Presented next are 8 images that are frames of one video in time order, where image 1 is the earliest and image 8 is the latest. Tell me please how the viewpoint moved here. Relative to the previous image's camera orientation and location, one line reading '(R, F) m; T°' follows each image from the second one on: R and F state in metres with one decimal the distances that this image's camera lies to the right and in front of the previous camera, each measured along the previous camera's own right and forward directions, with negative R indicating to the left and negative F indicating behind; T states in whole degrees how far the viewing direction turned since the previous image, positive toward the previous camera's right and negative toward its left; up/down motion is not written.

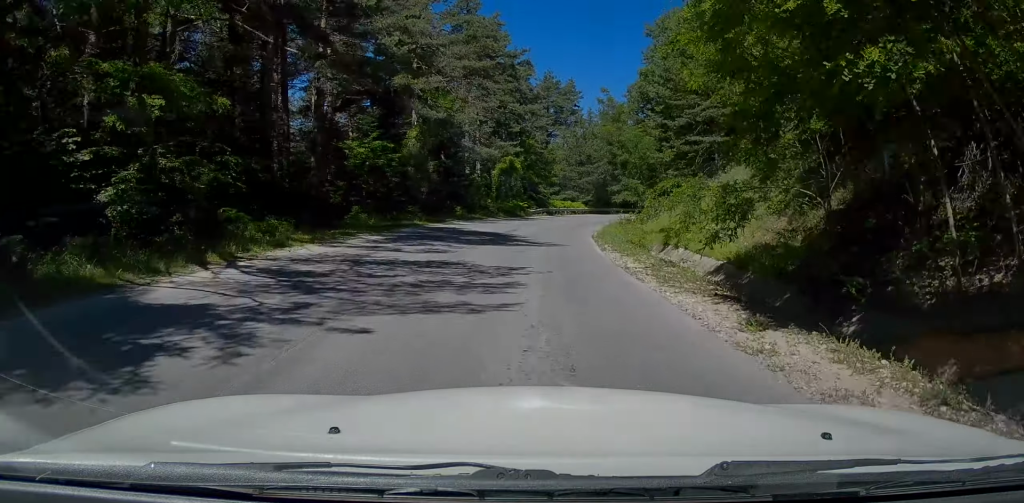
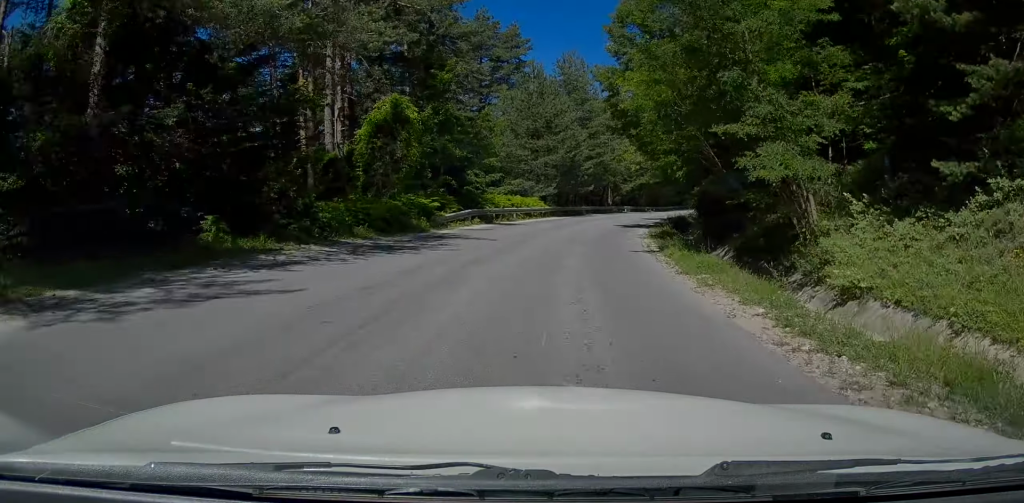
(+1.2, +30.3) m; +6°
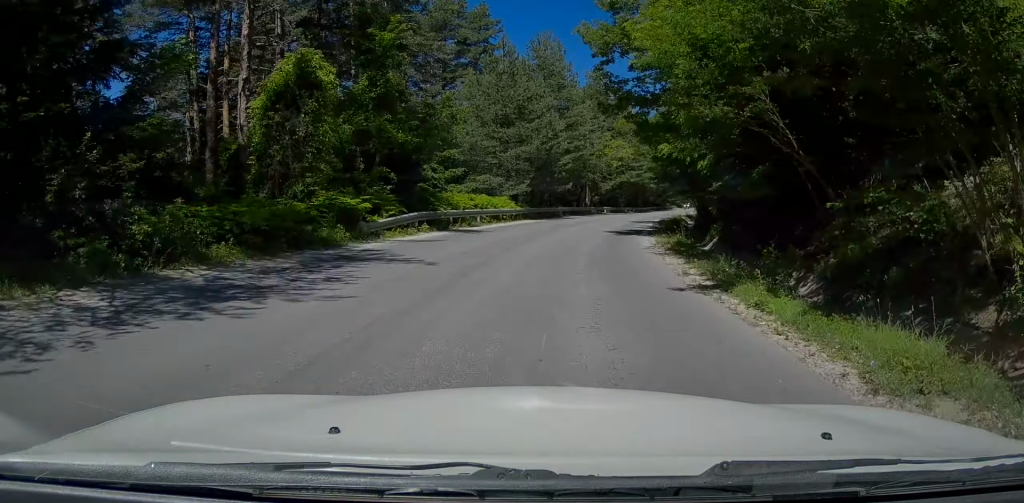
(+0.2, +7.4) m; +2°
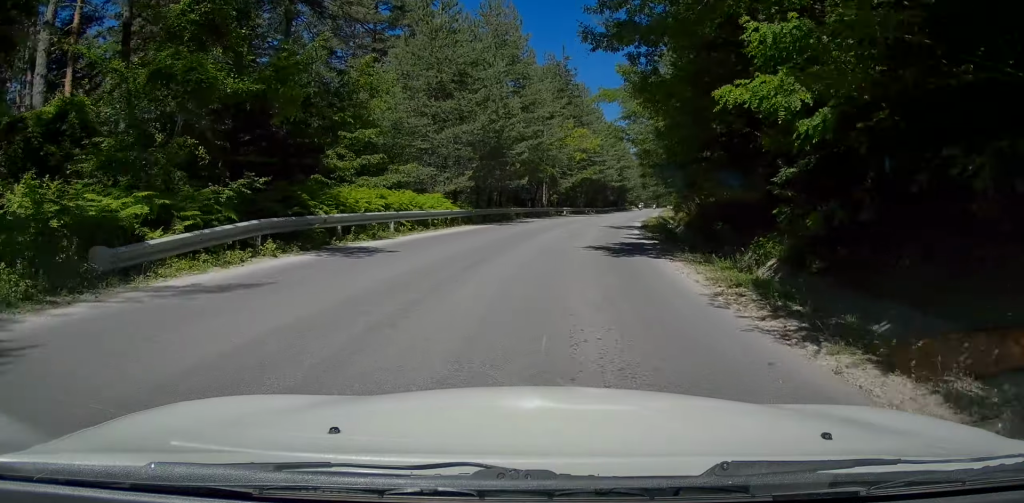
(+0.1, +9.7) m; +1°
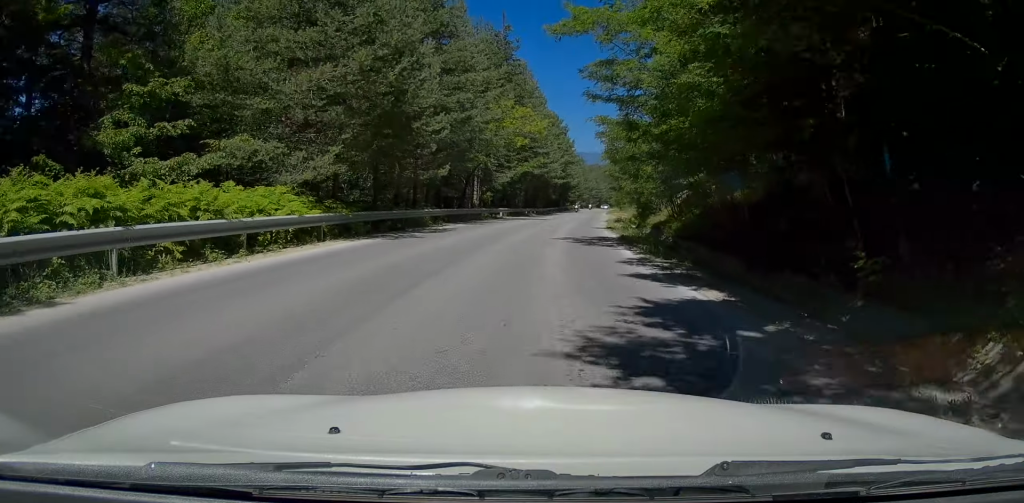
(+0.1, +11.1) m; +4°
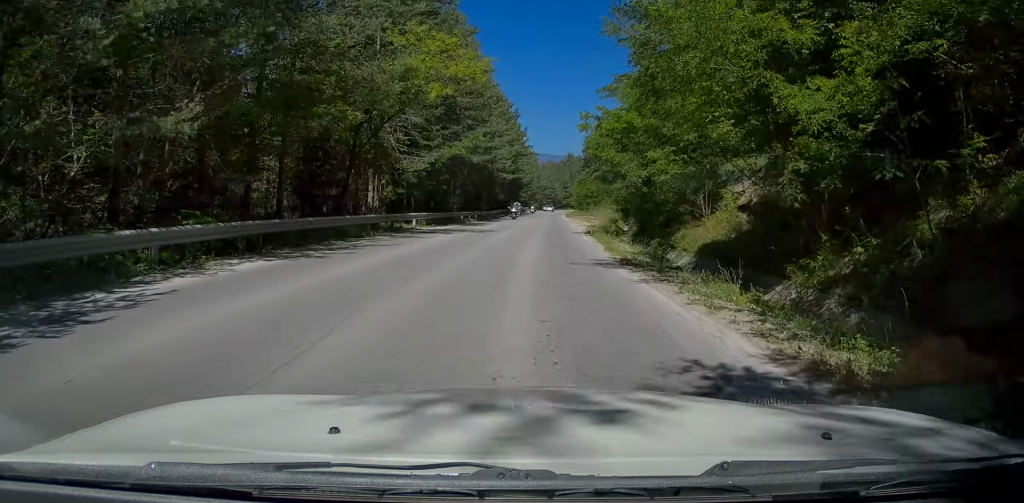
(+1.3, +17.7) m; +7°
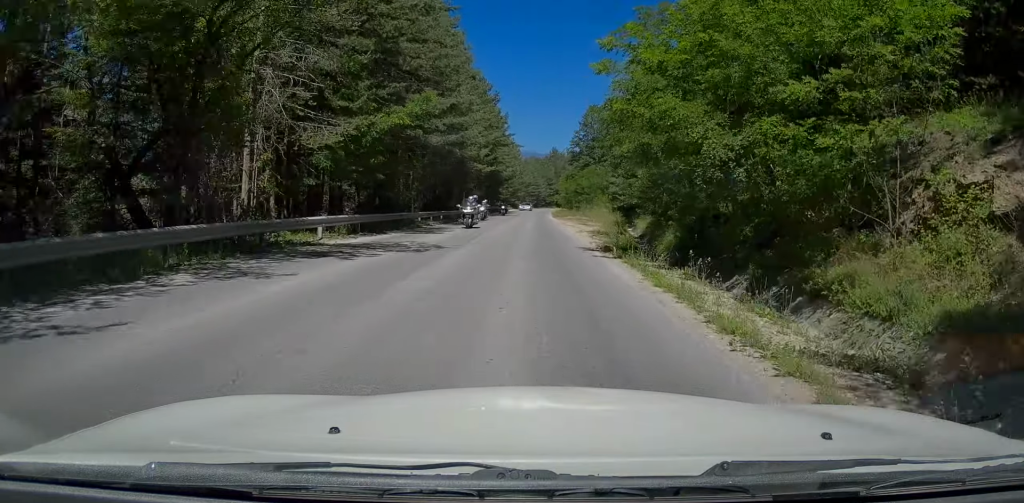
(+0.3, +11.6) m; +1°
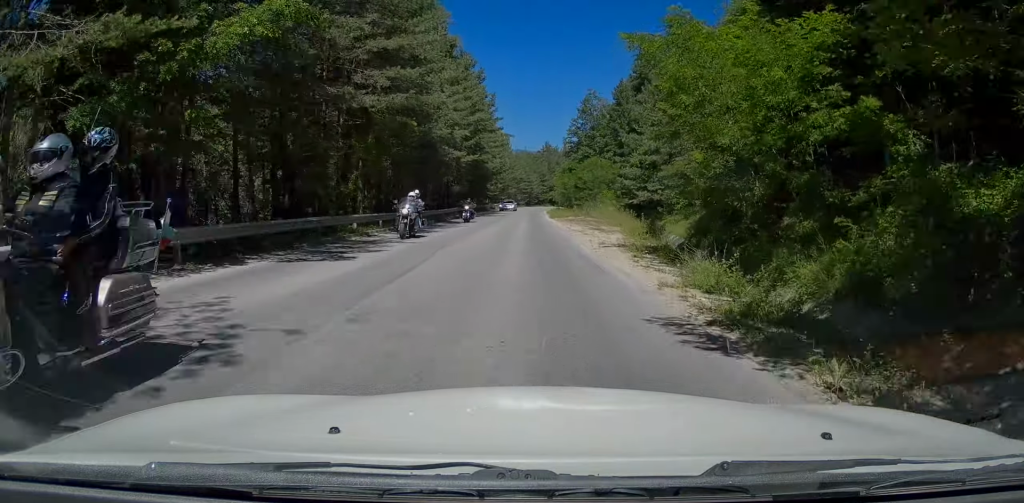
(0.0, +11.6) m; -1°
